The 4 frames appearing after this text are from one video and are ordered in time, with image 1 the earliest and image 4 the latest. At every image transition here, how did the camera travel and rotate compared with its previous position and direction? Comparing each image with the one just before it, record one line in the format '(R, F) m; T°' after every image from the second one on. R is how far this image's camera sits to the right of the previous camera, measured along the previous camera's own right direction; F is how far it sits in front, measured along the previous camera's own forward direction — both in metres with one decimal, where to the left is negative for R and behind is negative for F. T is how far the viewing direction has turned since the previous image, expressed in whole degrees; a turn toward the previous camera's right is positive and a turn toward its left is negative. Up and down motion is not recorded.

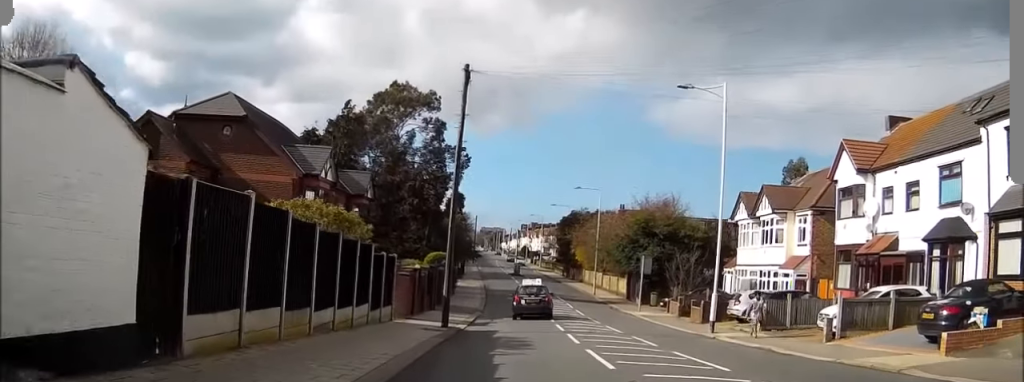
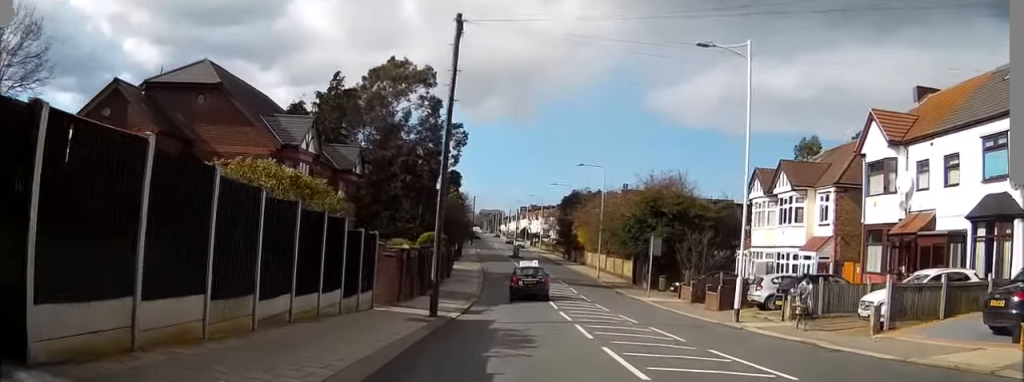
(+0.1, +3.2) m; +2°
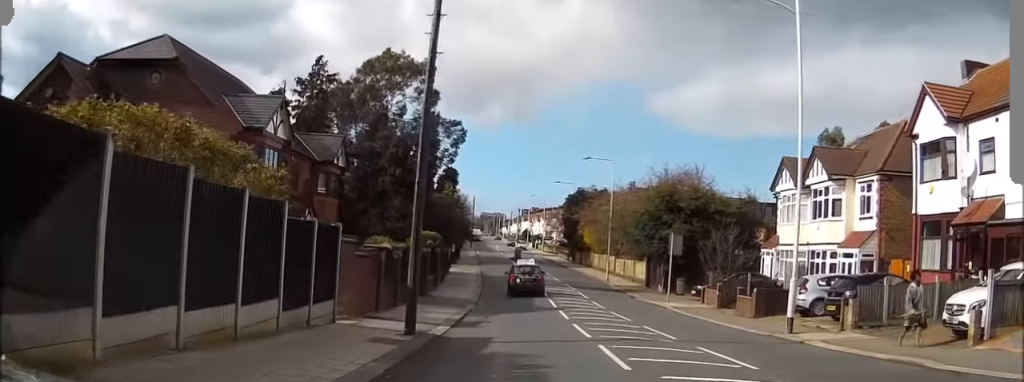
(+0.1, +4.8) m; +1°
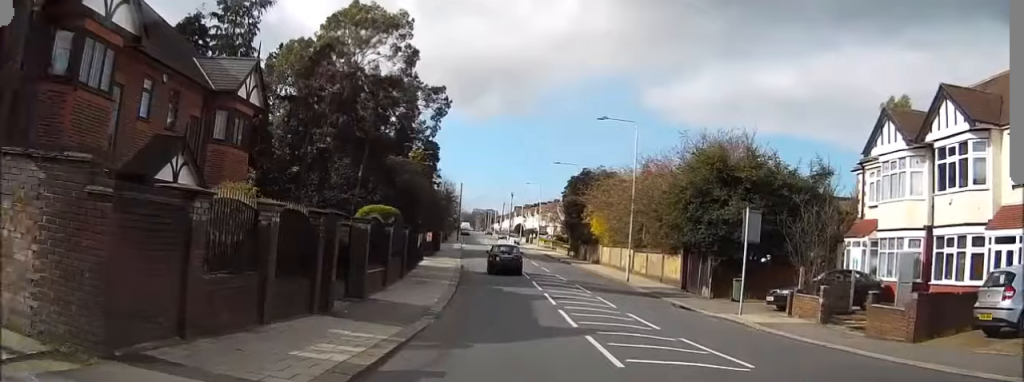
(-0.4, +12.8) m; -3°
